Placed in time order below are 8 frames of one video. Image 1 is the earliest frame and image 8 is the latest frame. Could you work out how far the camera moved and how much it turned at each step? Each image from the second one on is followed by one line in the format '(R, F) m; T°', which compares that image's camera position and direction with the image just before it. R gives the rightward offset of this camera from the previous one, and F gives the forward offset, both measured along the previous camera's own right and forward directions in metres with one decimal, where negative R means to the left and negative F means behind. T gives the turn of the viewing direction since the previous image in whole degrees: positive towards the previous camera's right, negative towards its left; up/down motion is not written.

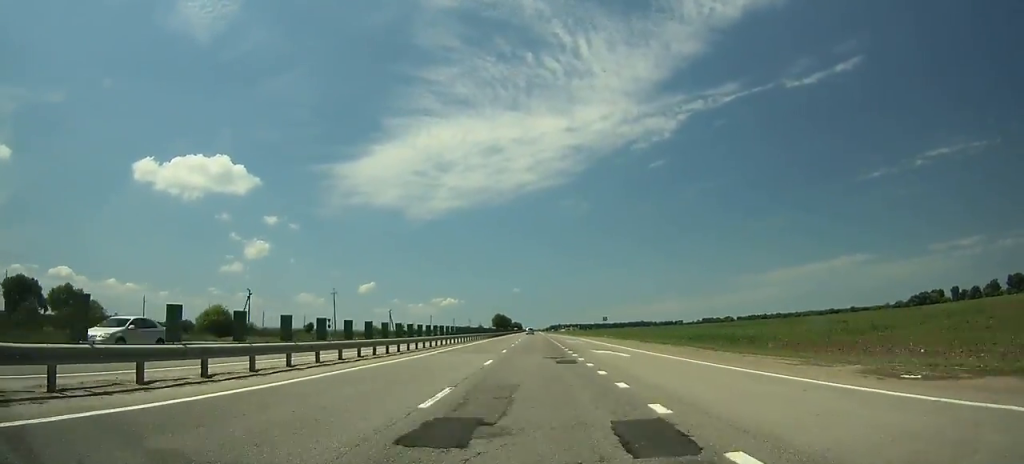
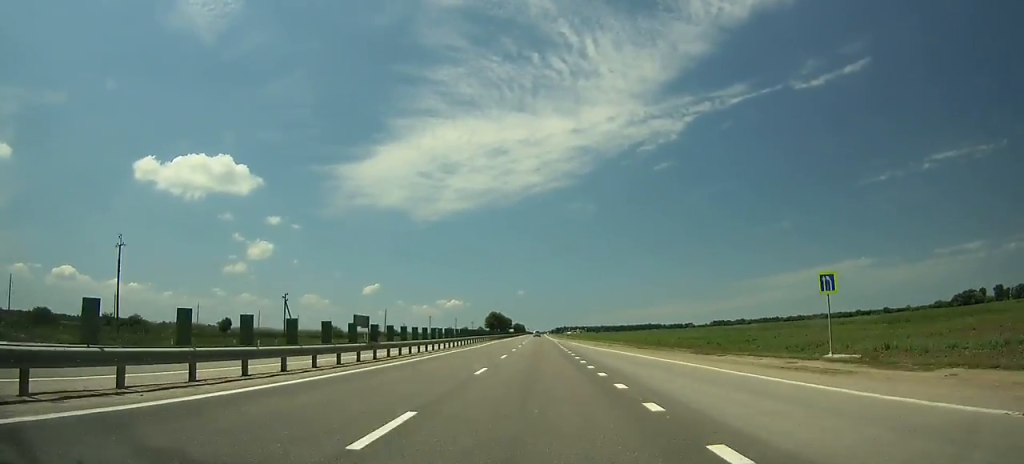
(+0.2, +75.8) m; 0°
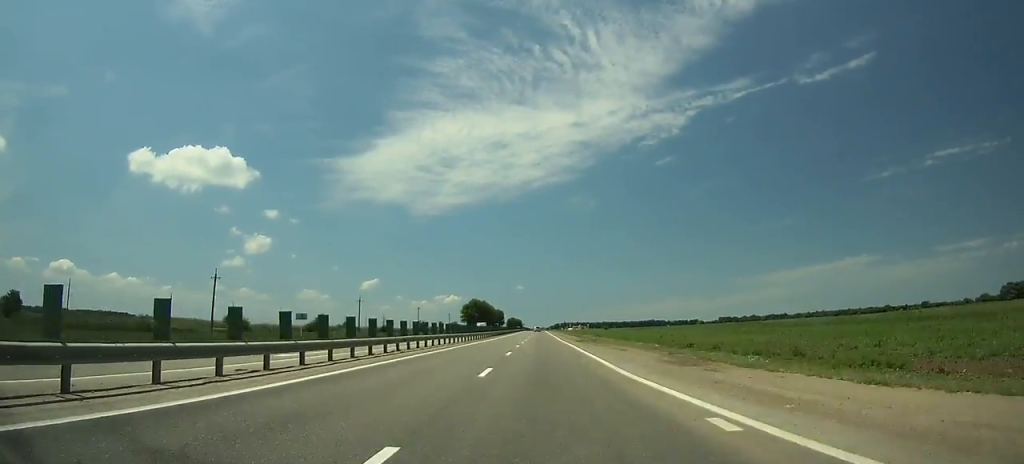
(0.0, +86.6) m; 0°
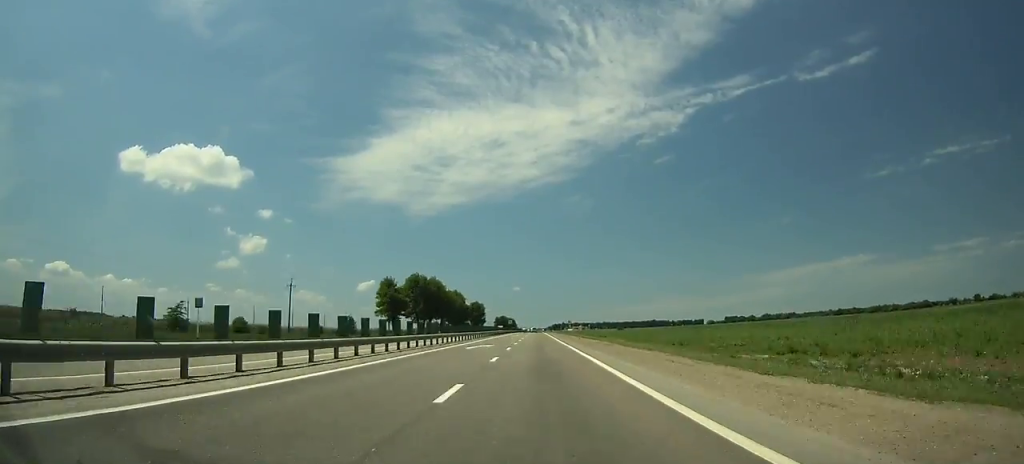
(0.0, +100.6) m; 0°
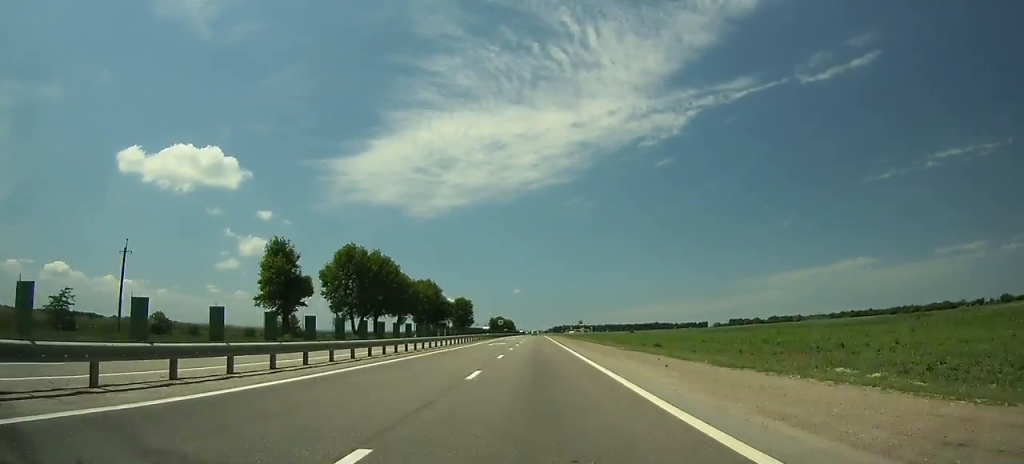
(+0.1, +42.7) m; 0°
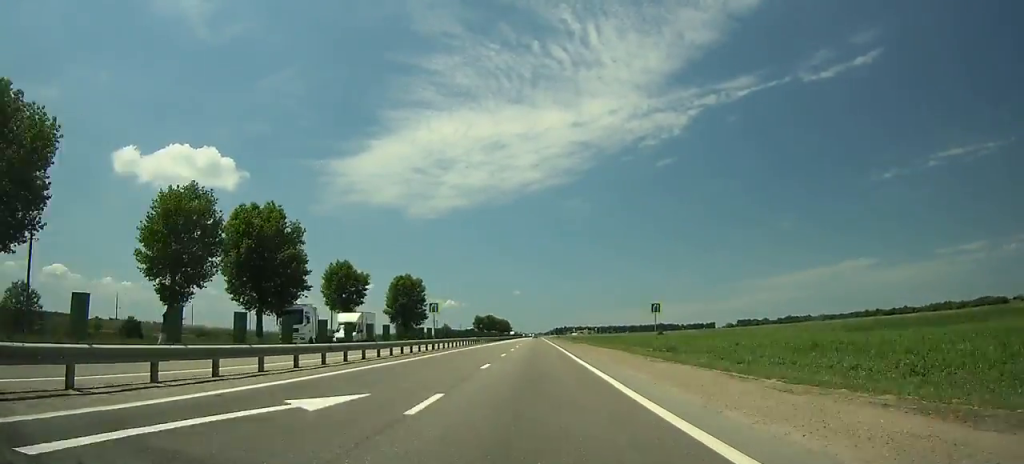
(-0.1, +78.0) m; 0°
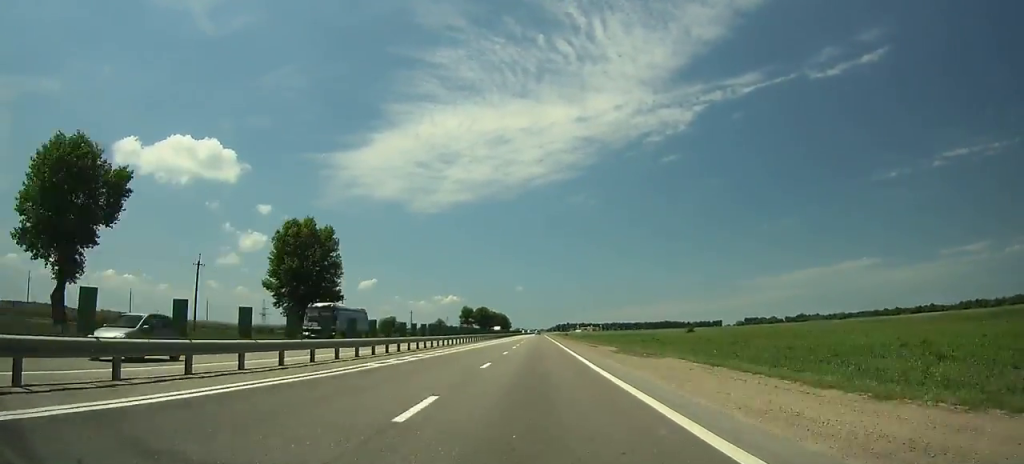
(-0.1, +48.8) m; 0°
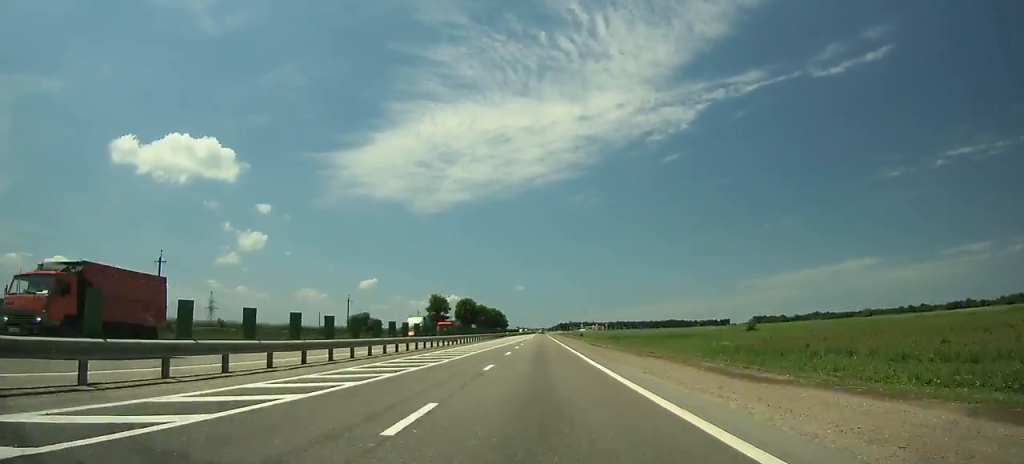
(-0.2, +59.9) m; 0°
